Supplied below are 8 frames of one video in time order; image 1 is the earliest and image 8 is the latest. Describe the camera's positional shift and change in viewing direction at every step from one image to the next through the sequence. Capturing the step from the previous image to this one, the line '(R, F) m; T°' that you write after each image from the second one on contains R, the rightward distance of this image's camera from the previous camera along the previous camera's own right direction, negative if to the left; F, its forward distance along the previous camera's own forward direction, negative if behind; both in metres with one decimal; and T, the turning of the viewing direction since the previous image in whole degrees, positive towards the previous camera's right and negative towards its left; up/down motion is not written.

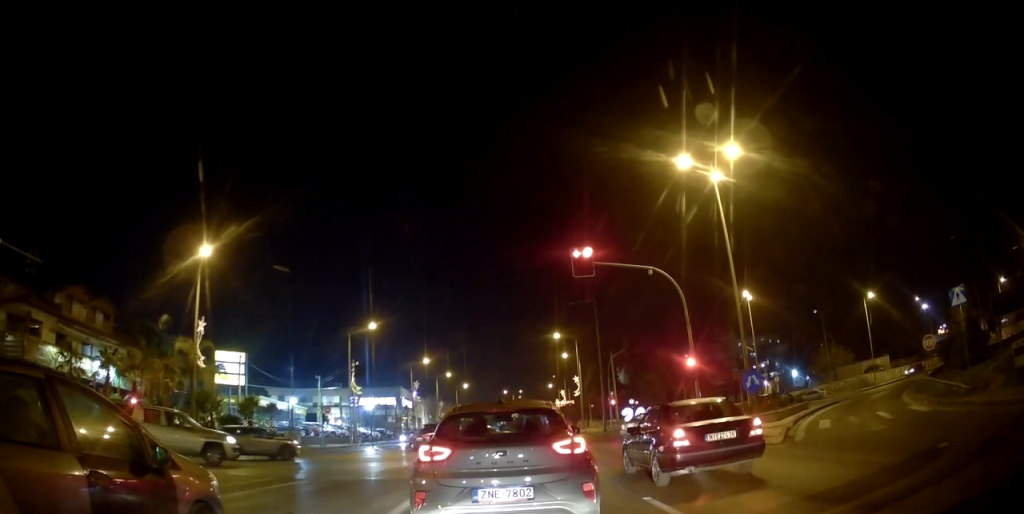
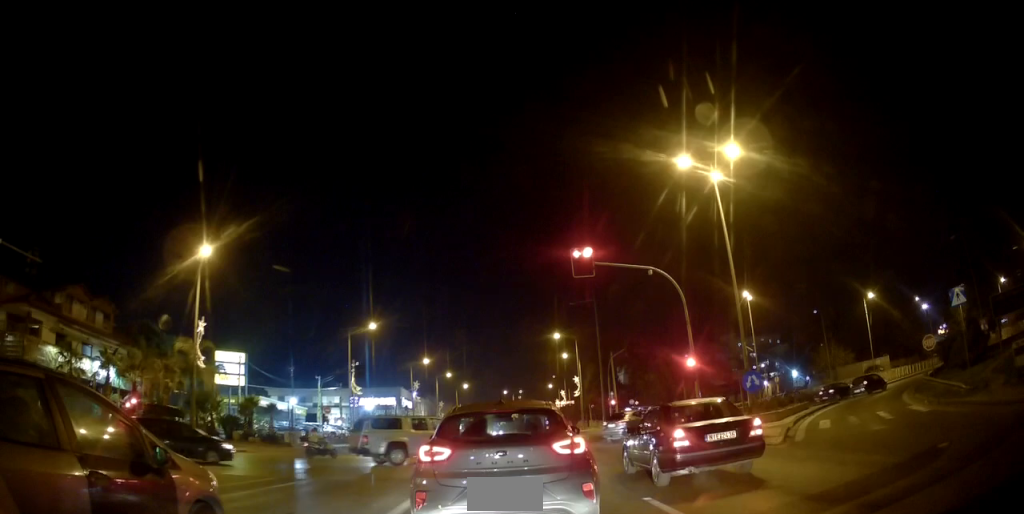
(0.0, 0.0) m; 0°
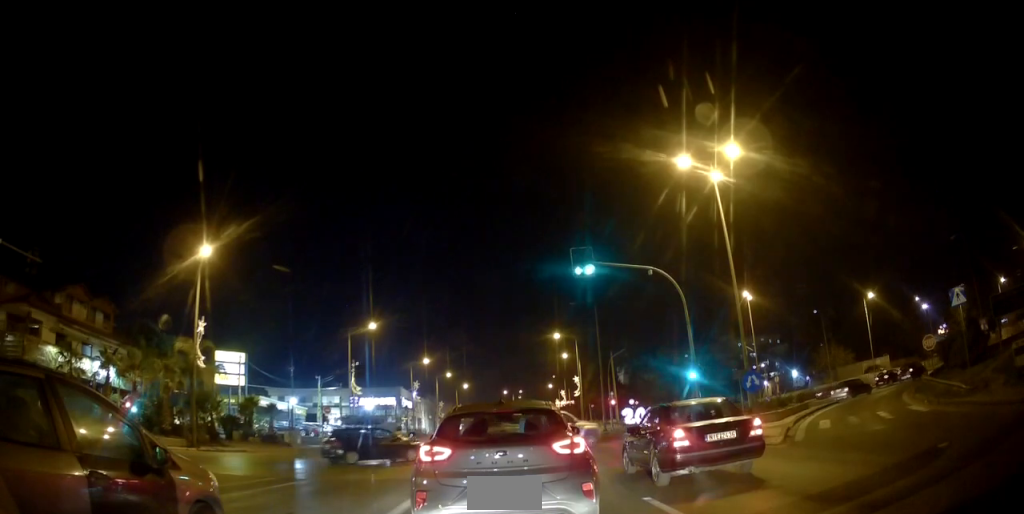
(0.0, 0.0) m; 0°
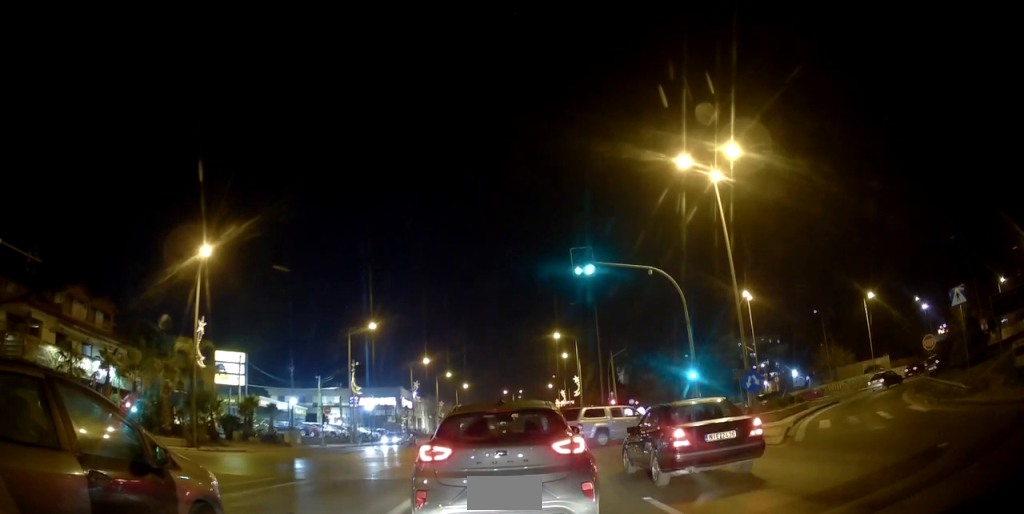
(0.0, 0.0) m; 0°
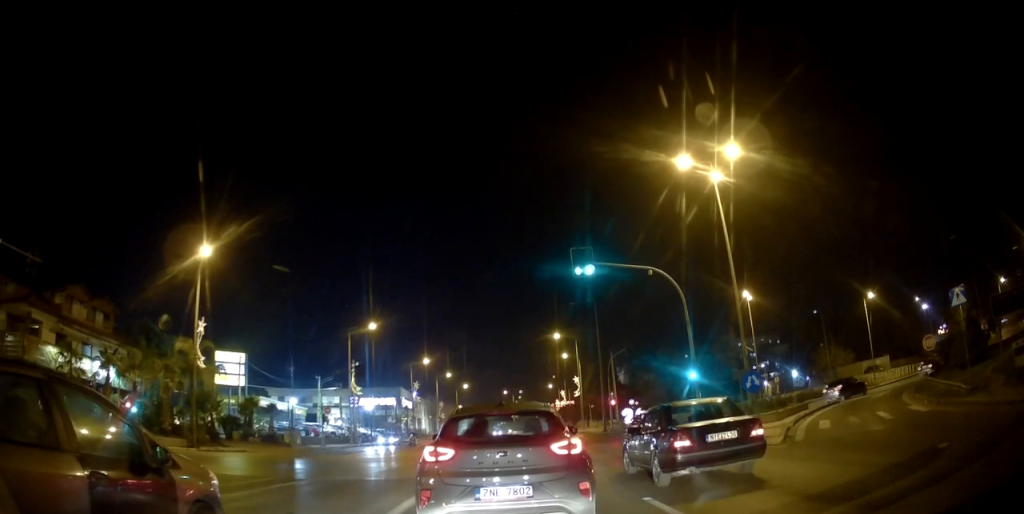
(0.0, 0.0) m; 0°
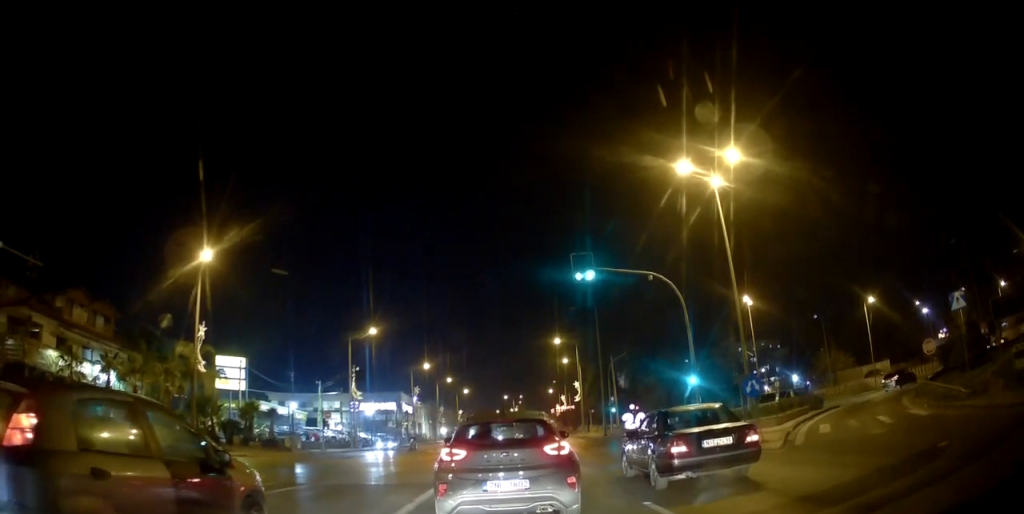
(0.0, +0.1) m; 0°
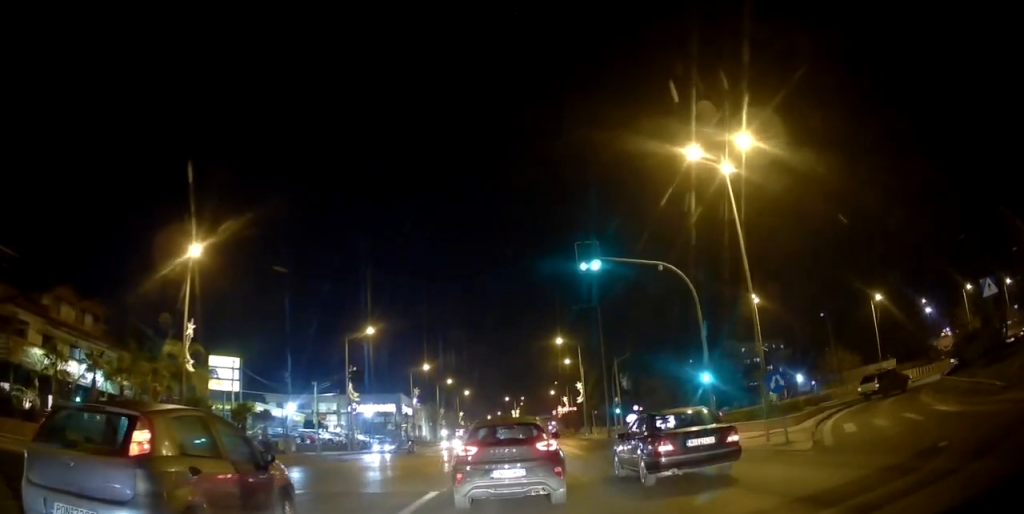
(+0.3, +1.0) m; -1°
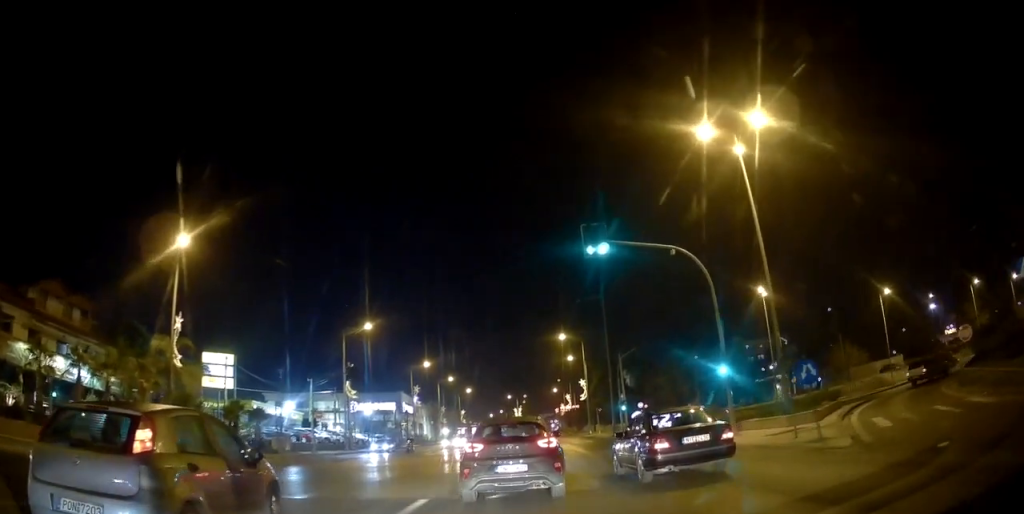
(+0.1, +1.1) m; -1°
